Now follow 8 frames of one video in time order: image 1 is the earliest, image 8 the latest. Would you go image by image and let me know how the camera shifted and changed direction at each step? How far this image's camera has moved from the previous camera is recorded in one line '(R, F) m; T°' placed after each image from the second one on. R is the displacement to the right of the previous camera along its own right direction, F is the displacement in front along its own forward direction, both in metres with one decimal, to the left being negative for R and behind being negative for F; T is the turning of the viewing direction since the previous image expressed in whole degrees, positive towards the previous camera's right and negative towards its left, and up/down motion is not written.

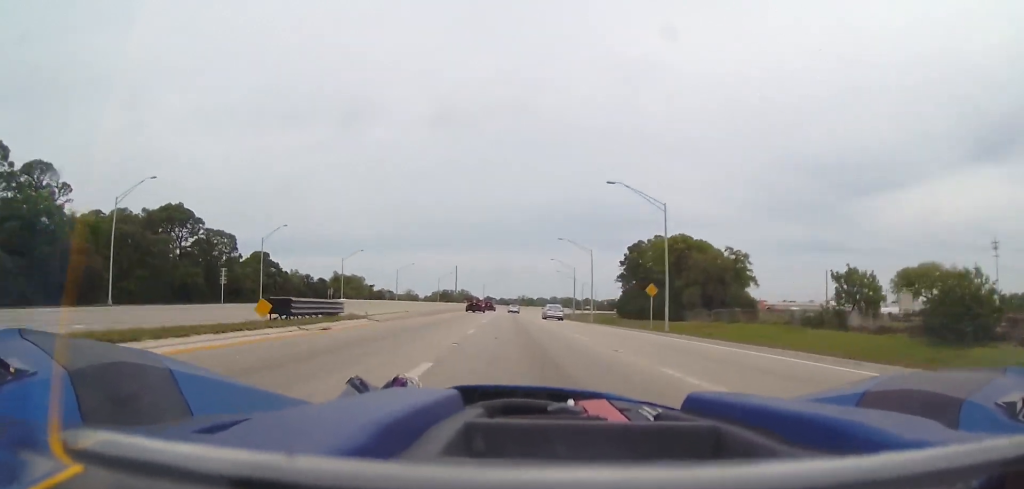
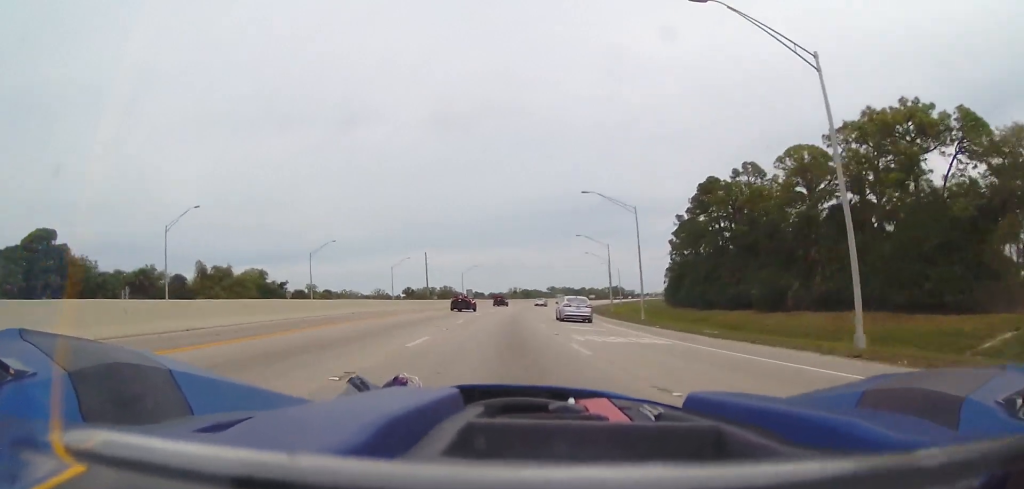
(+0.5, +69.5) m; +1°
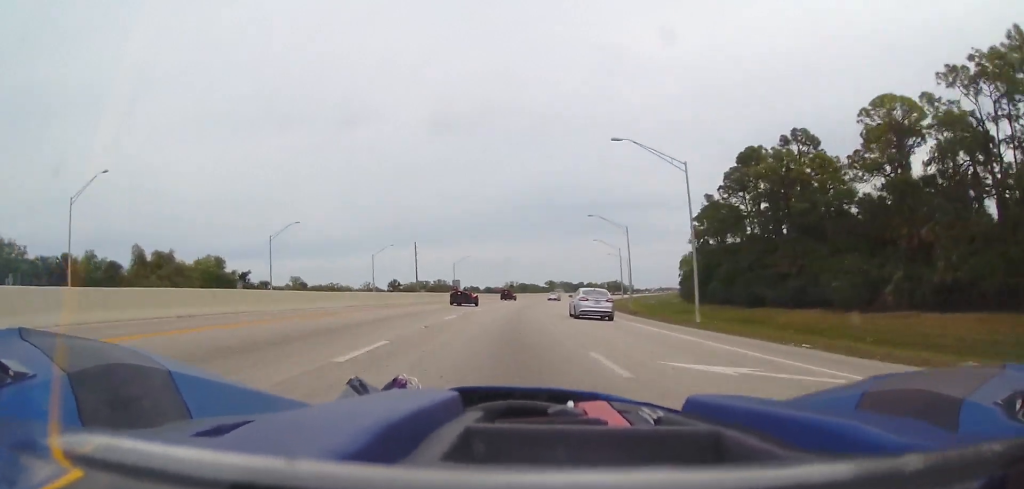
(0.0, +16.9) m; 0°
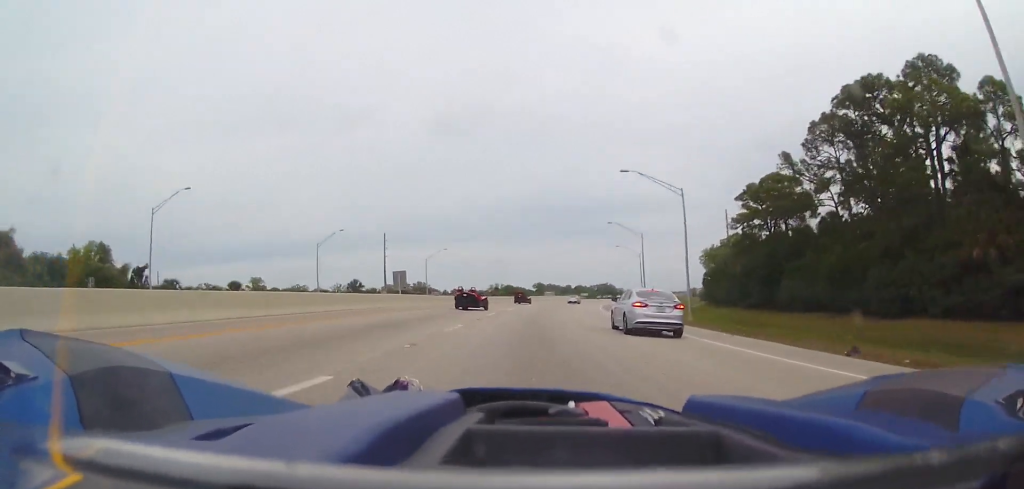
(+0.1, +29.1) m; +1°
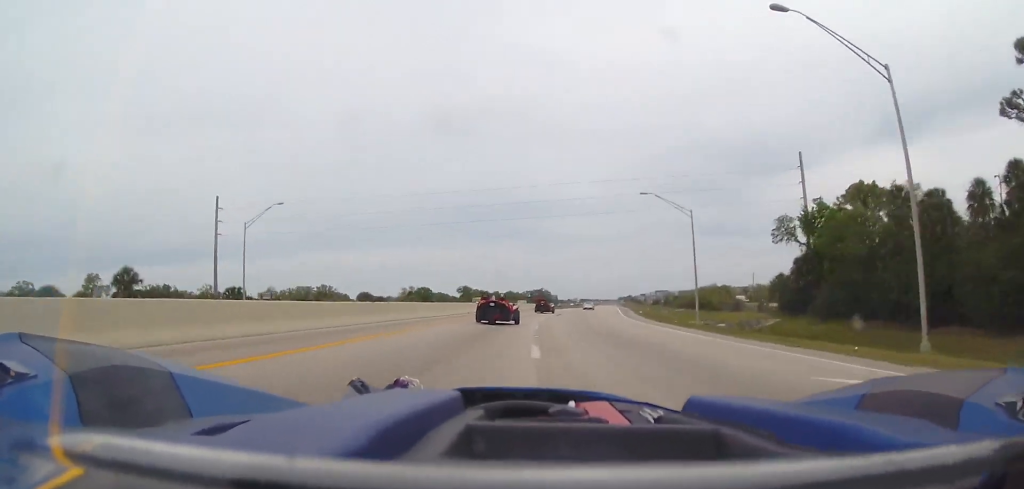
(+4.3, +69.1) m; +9°
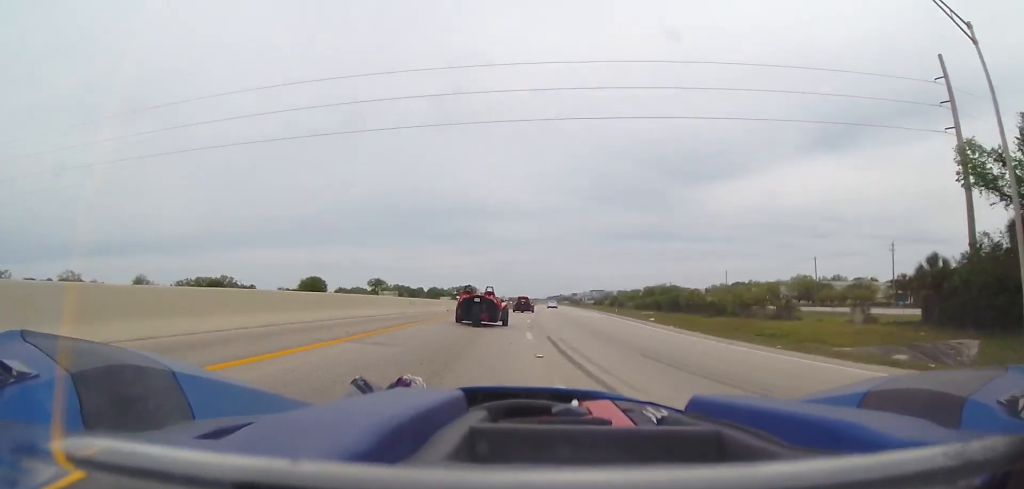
(+2.6, +45.3) m; +6°
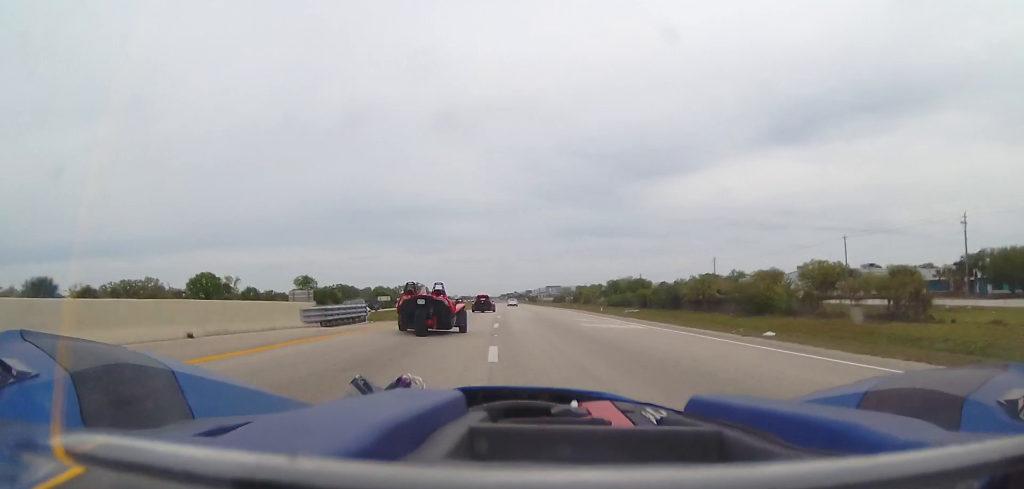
(+1.0, +32.4) m; +3°
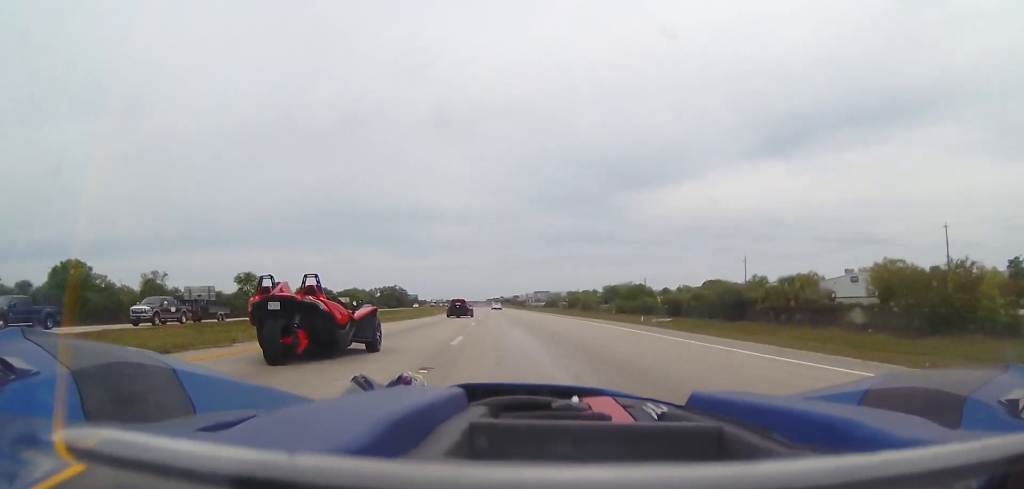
(+1.0, +34.0) m; +2°
